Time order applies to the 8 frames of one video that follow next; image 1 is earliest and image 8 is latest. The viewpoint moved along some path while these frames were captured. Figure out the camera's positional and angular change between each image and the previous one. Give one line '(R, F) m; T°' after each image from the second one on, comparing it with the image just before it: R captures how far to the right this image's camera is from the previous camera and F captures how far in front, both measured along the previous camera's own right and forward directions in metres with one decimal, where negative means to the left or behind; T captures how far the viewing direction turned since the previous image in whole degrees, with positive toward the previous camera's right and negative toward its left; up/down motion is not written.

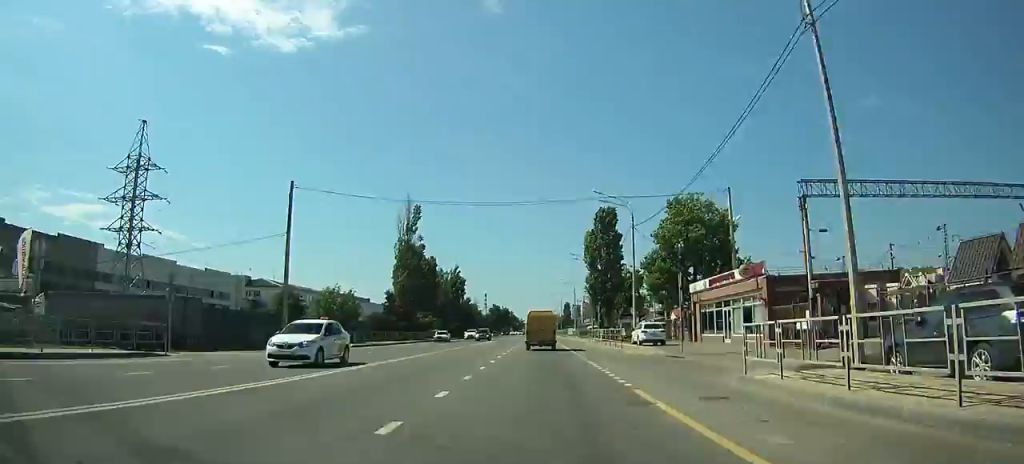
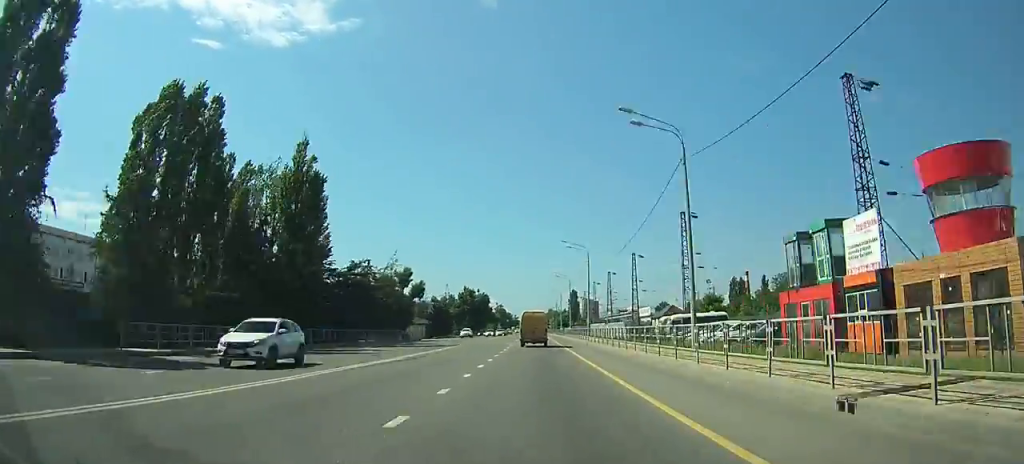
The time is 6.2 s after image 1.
(+0.4, +94.4) m; 0°
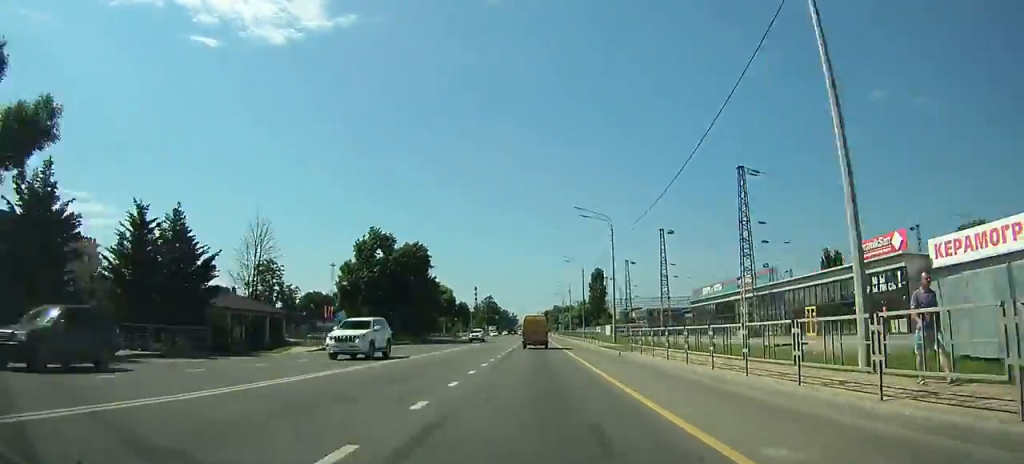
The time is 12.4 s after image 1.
(-0.1, +98.4) m; 0°
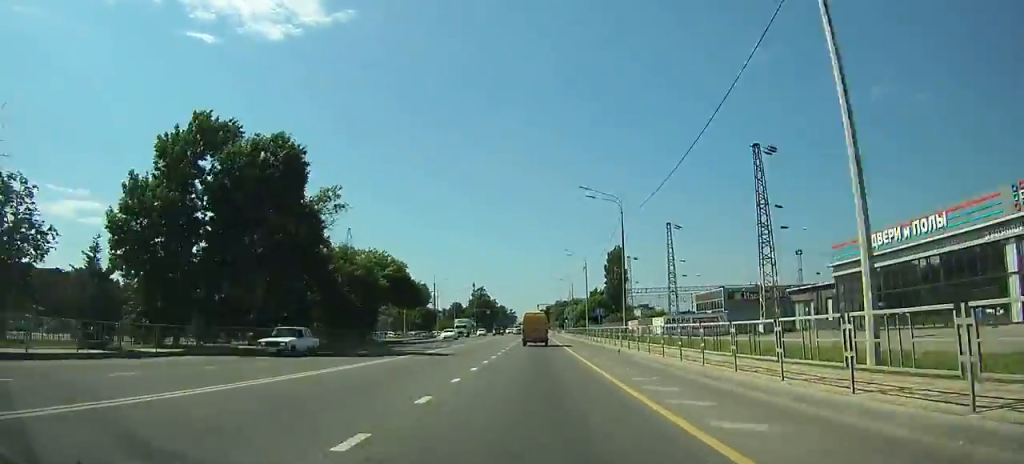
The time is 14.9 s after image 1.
(+0.1, +37.7) m; 0°
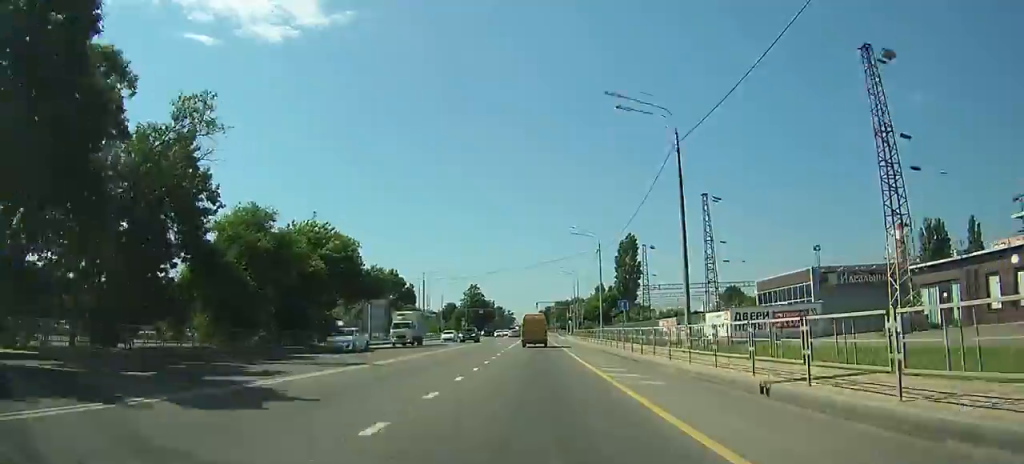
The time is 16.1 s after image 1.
(0.0, +17.7) m; 0°
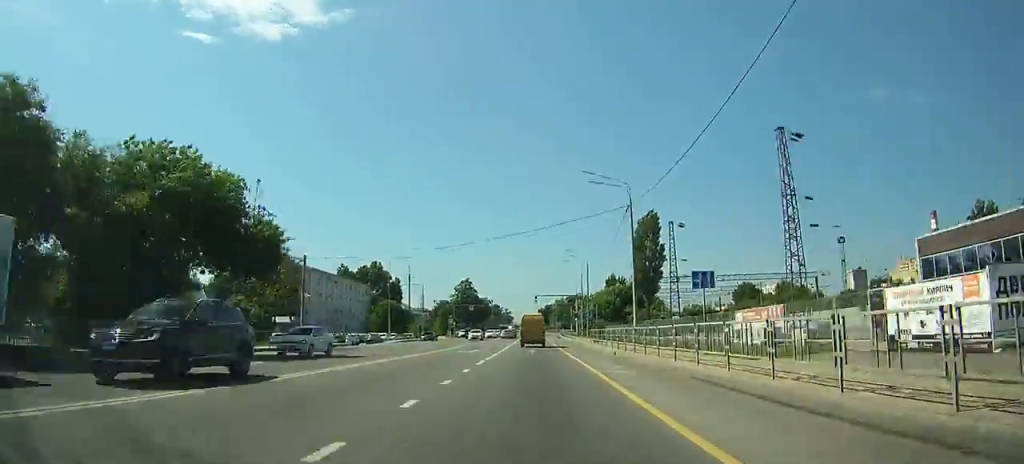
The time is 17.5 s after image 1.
(0.0, +20.4) m; 0°
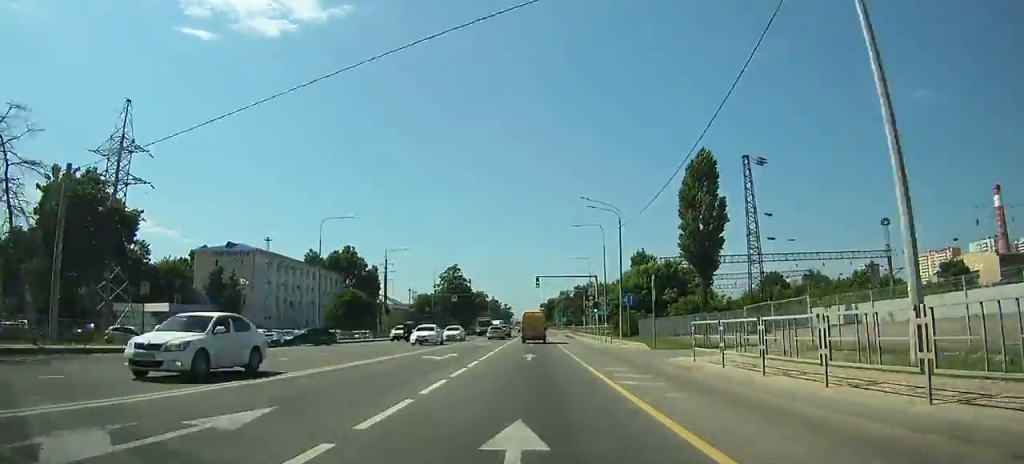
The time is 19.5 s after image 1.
(0.0, +29.7) m; 0°
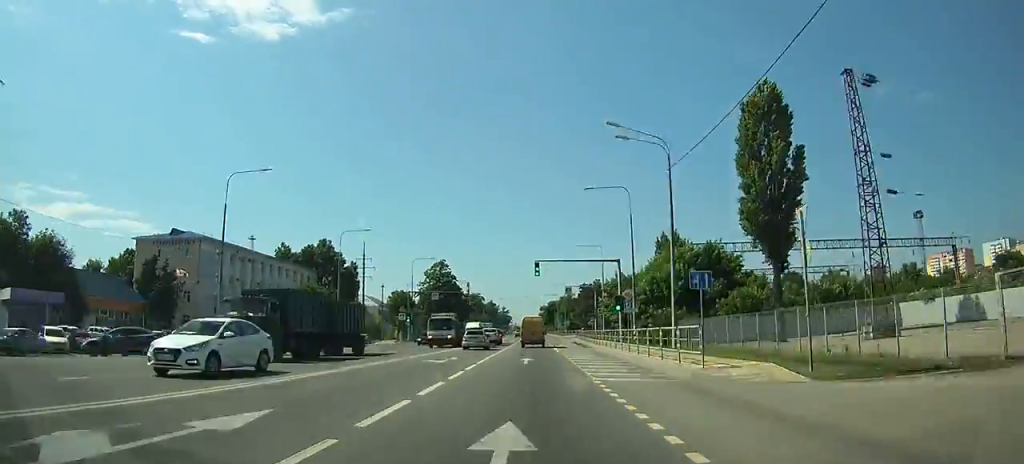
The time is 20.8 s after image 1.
(0.0, +19.8) m; 0°
